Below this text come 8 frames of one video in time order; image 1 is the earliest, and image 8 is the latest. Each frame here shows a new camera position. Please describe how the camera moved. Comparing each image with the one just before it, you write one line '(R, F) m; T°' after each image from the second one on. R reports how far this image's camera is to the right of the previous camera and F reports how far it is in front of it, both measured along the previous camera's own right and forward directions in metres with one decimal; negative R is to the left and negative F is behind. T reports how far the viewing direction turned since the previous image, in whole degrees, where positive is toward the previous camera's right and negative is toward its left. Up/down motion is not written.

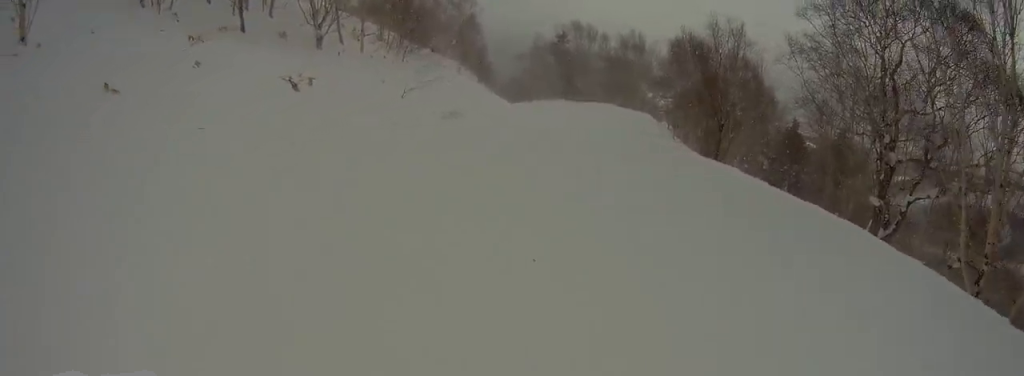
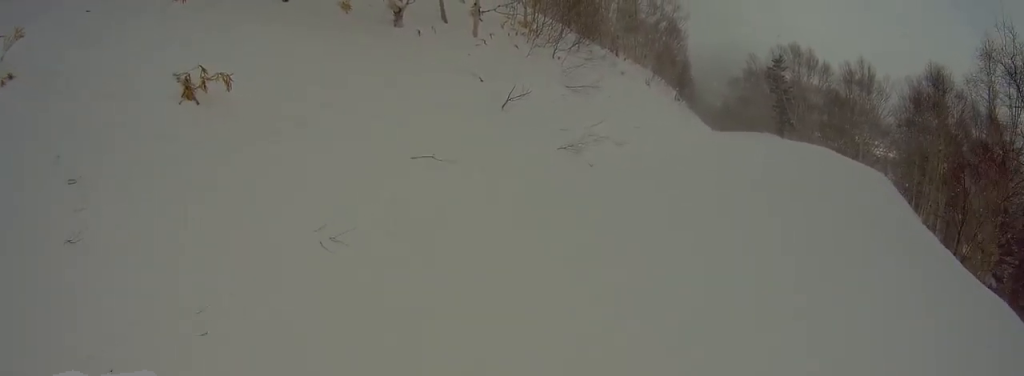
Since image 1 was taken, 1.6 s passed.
(0.0, +8.3) m; 0°
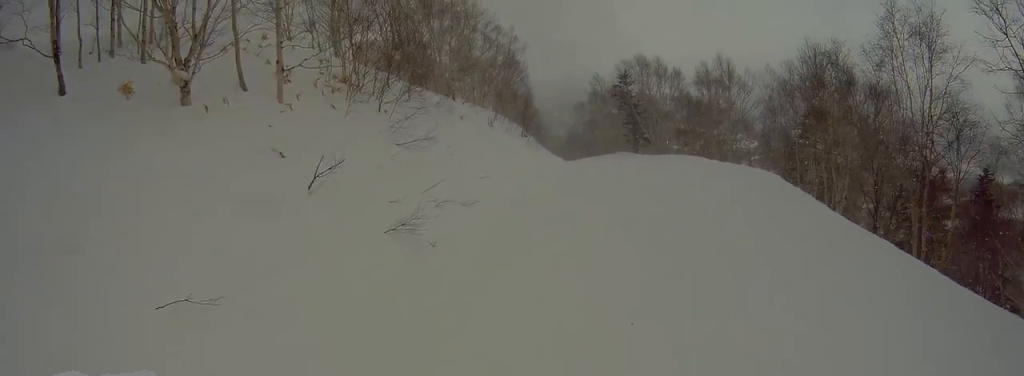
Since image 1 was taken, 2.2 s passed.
(0.0, +2.8) m; +2°
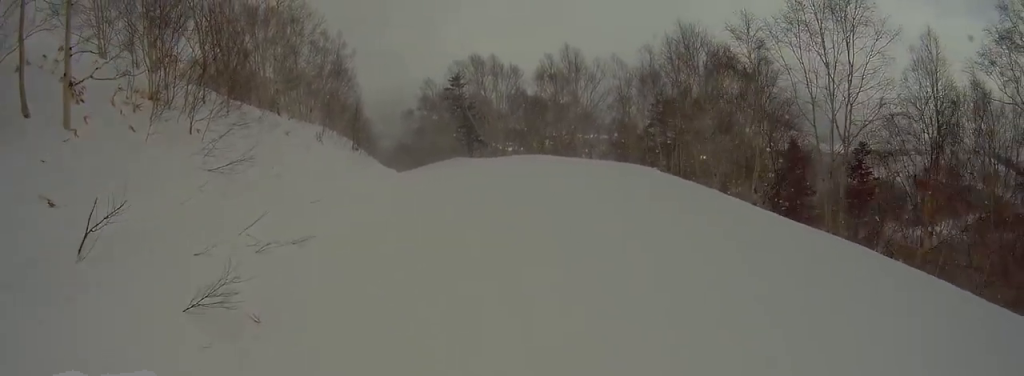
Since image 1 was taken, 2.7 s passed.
(-0.1, +2.7) m; +4°
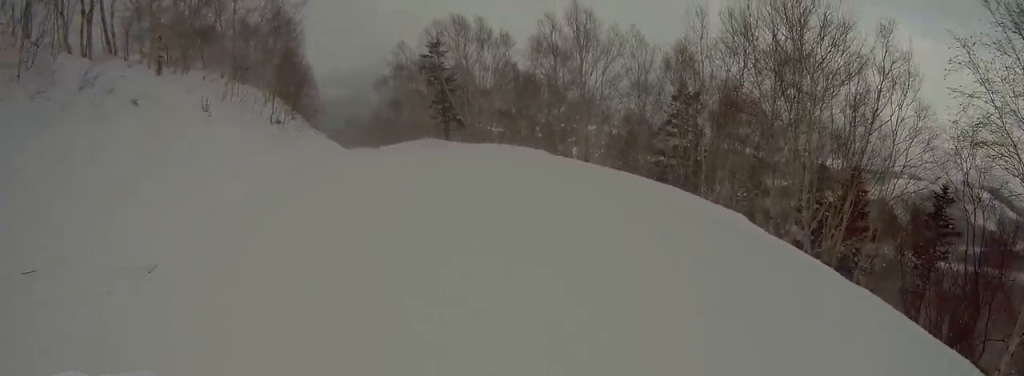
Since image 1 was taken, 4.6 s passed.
(+1.3, +7.9) m; +2°
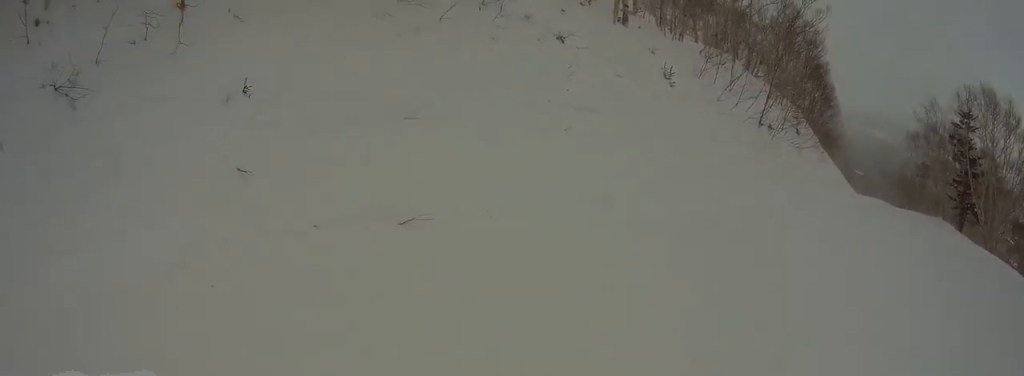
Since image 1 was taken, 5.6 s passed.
(-0.5, +3.0) m; -9°
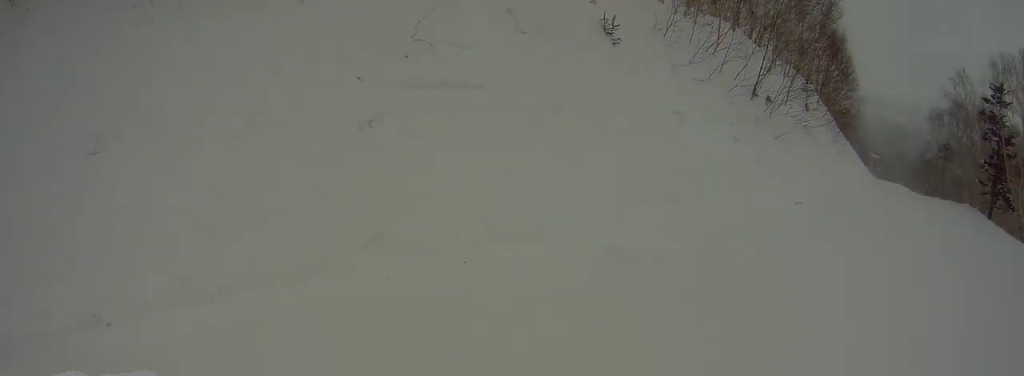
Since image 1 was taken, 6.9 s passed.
(0.0, +4.5) m; -11°
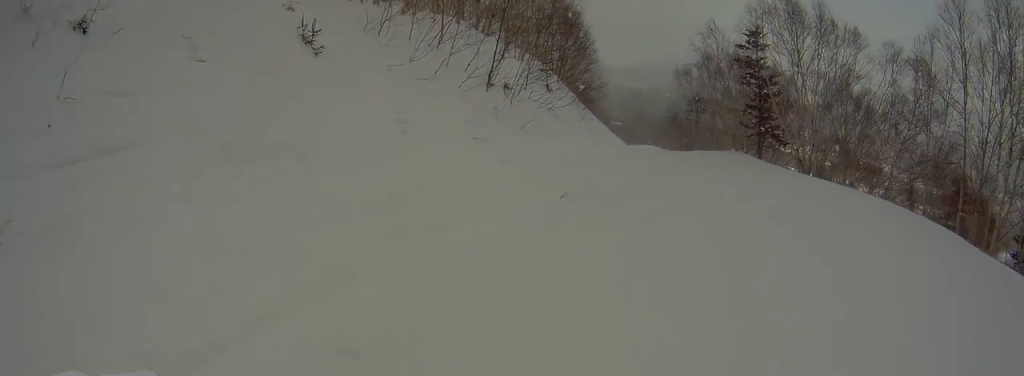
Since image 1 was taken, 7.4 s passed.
(-0.4, +1.8) m; -1°
